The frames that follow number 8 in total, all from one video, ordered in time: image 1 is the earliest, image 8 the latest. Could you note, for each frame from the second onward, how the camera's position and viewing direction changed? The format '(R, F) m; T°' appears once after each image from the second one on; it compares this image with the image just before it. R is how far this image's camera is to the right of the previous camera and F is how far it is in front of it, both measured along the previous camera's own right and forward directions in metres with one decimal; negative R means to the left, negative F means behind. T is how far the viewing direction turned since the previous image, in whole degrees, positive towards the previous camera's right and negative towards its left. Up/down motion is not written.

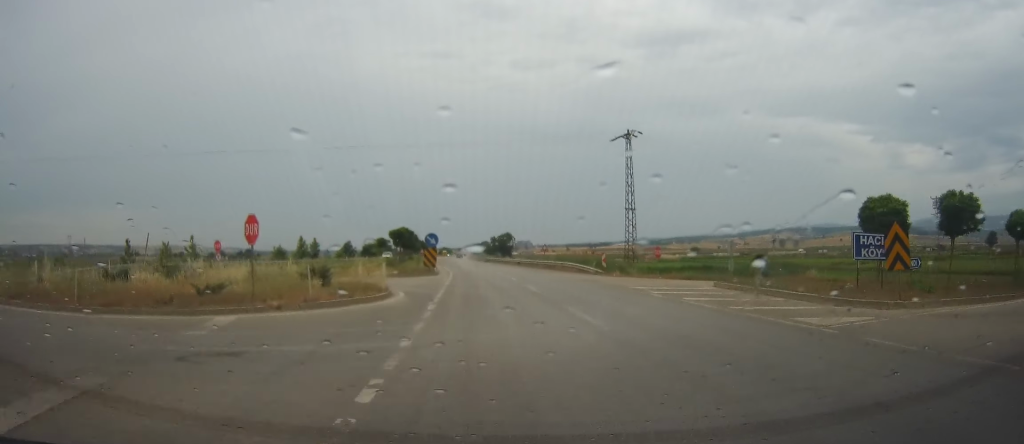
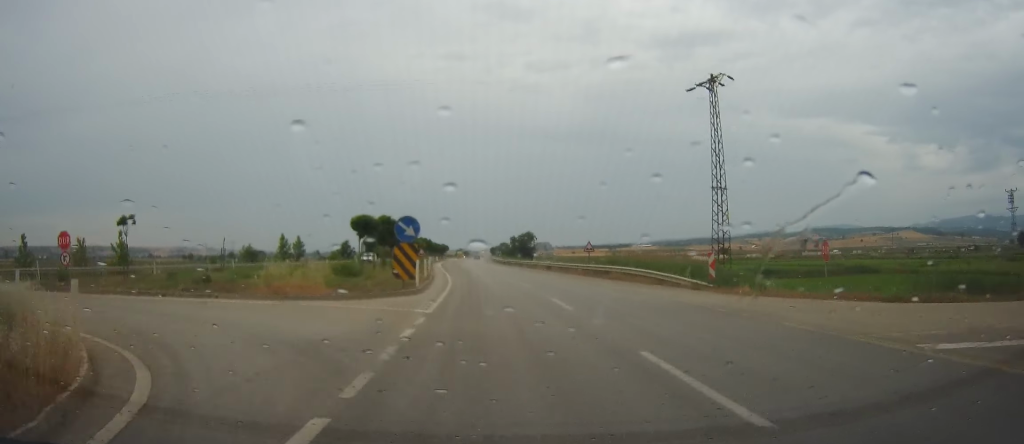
(-0.5, +18.3) m; 0°
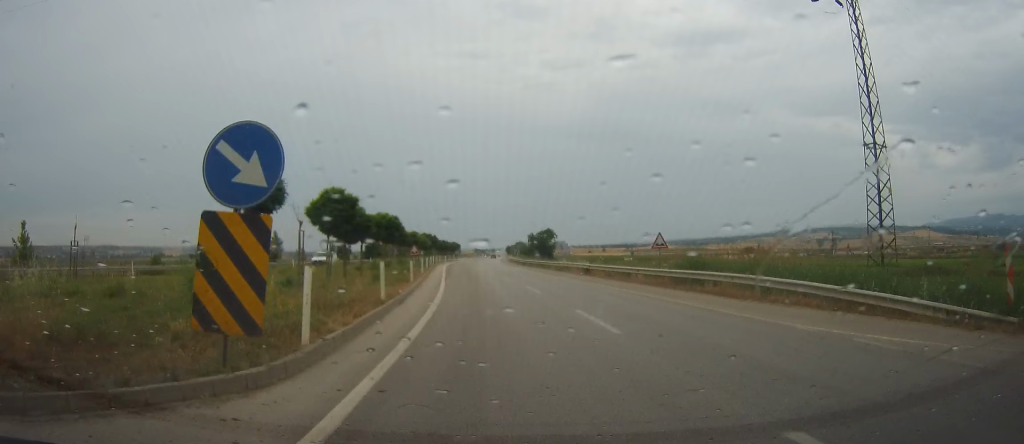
(+0.4, +16.2) m; 0°
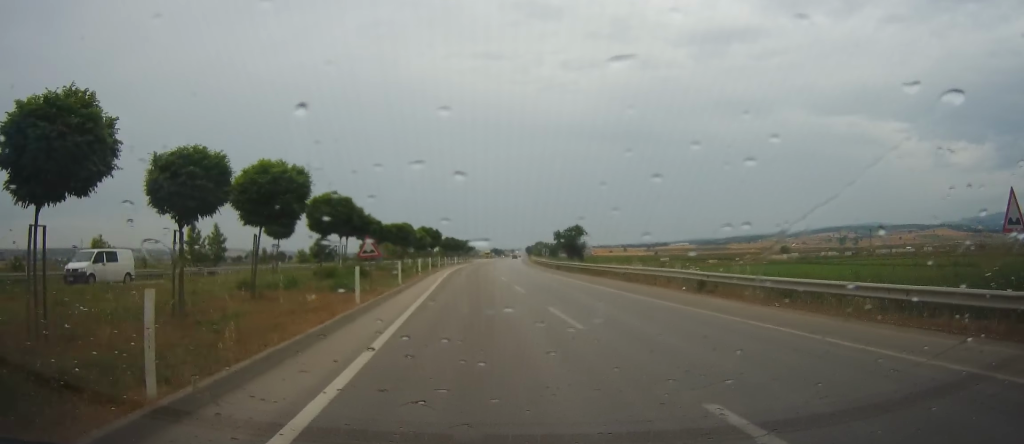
(-0.4, +20.8) m; -1°
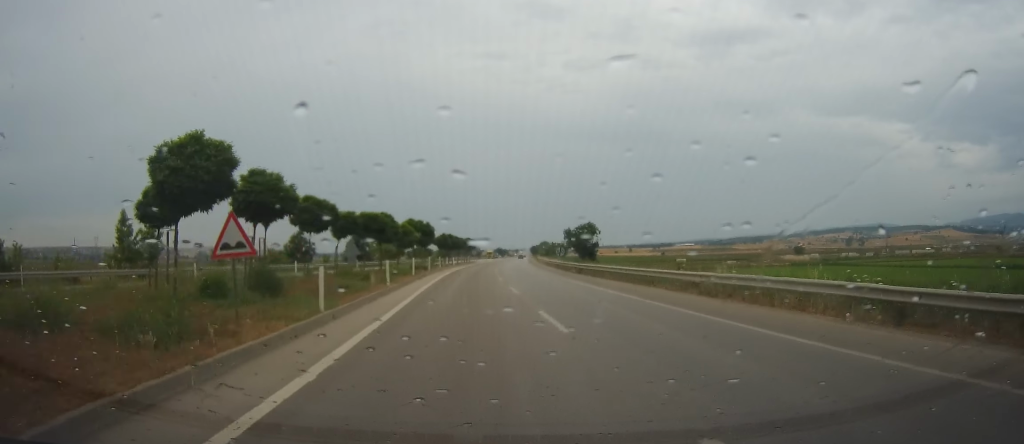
(0.0, +12.4) m; 0°
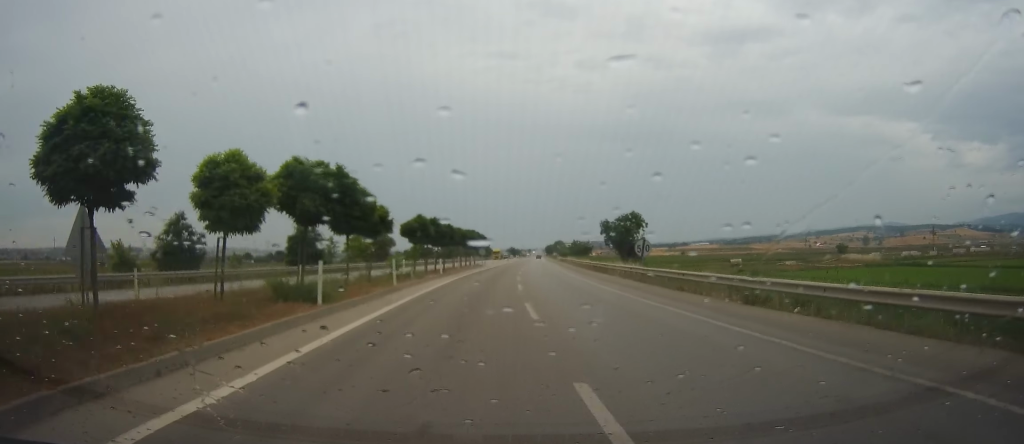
(0.0, +31.1) m; -1°
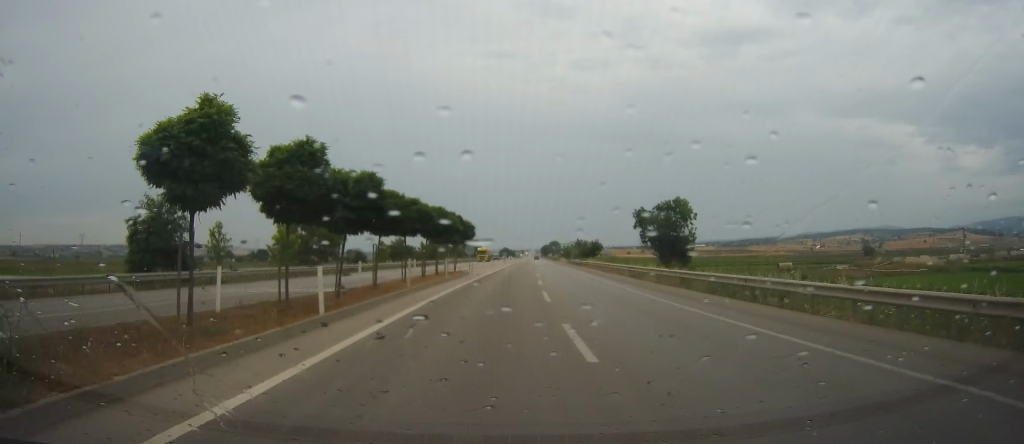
(-0.4, +27.8) m; -1°
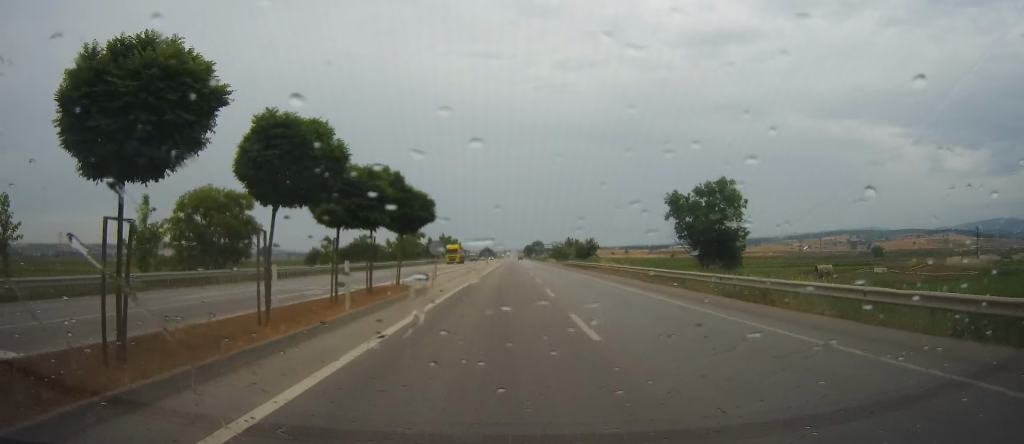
(-0.1, +20.2) m; 0°
